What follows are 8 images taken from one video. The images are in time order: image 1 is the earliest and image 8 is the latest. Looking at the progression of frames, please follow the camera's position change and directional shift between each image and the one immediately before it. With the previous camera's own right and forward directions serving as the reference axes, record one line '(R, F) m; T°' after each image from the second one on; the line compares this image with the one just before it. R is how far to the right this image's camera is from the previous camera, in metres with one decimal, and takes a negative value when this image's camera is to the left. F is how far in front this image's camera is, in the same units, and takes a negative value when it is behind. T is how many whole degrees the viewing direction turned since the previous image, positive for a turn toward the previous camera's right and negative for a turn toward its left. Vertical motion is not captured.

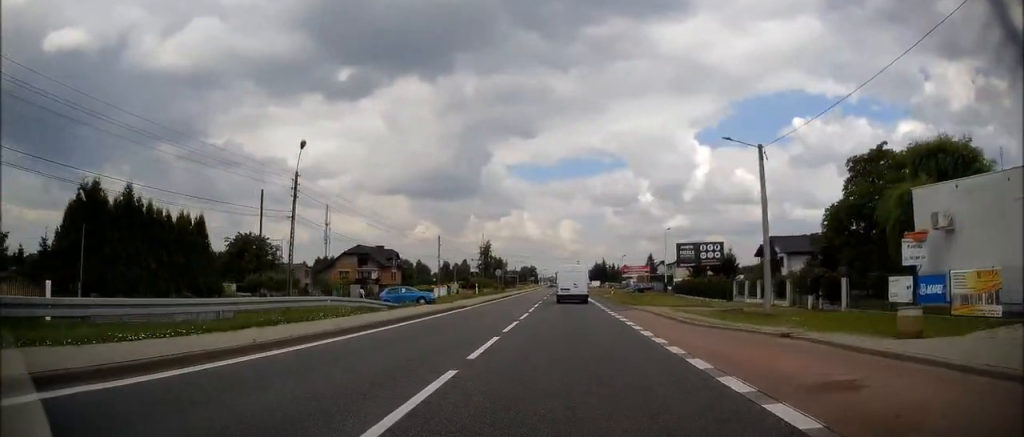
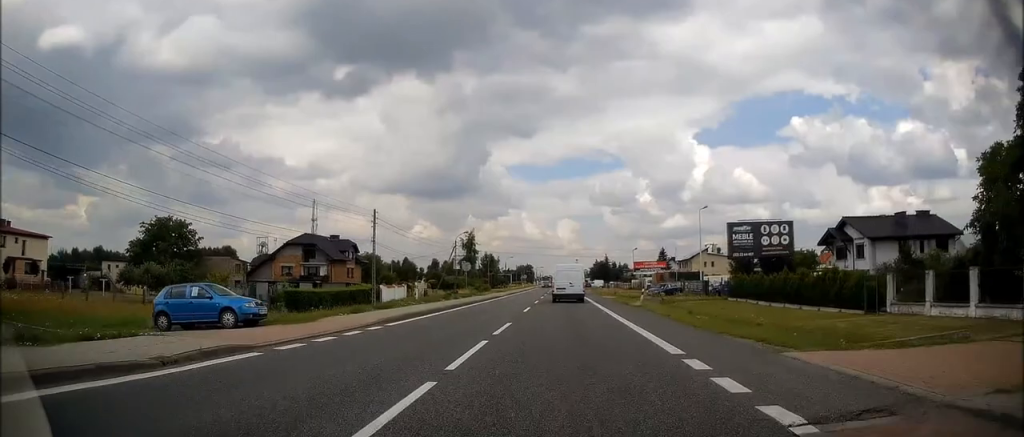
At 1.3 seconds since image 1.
(+0.3, +24.4) m; +1°
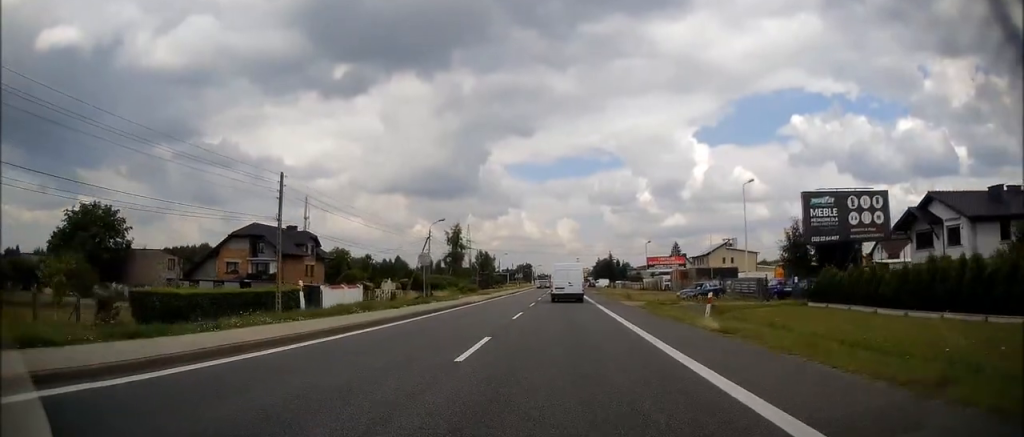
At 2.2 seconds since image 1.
(-0.1, +16.7) m; 0°
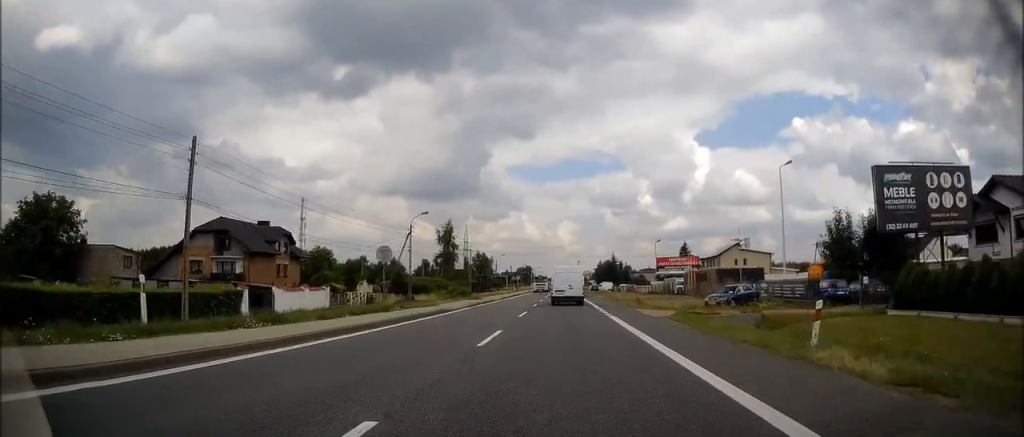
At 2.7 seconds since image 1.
(0.0, +8.7) m; 0°
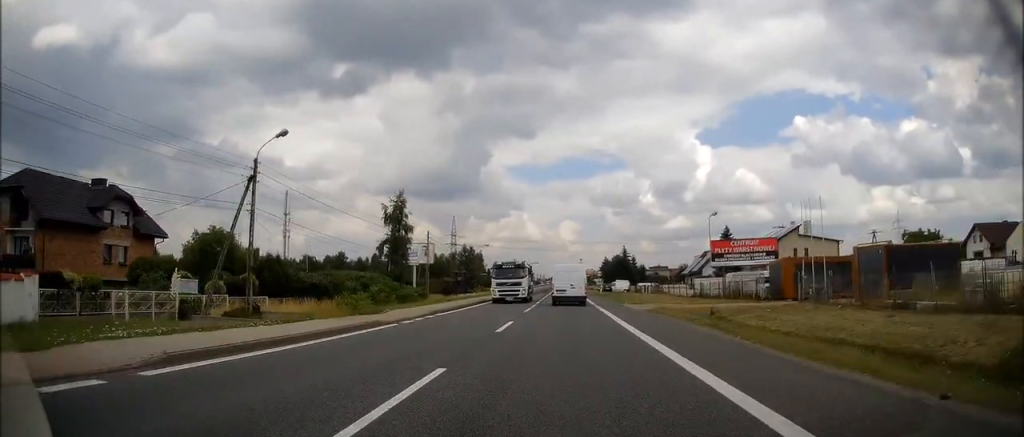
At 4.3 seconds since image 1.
(-0.2, +30.5) m; -1°
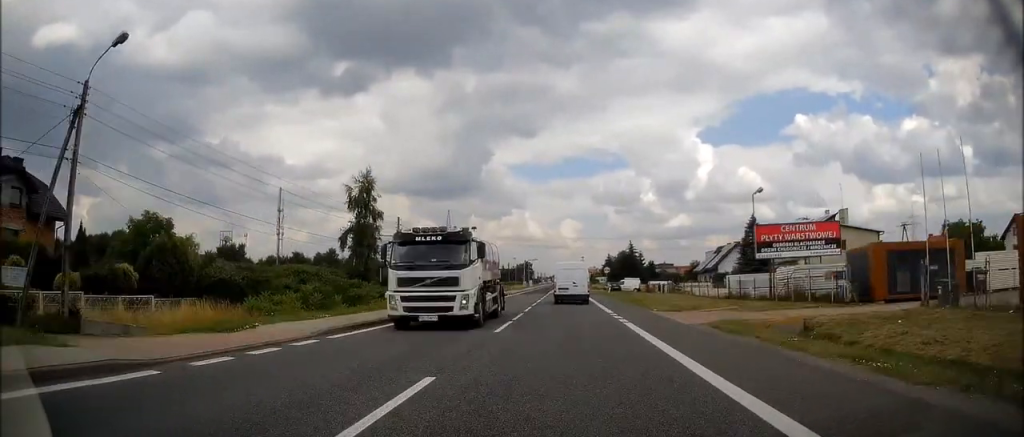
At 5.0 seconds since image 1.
(-0.2, +12.4) m; 0°
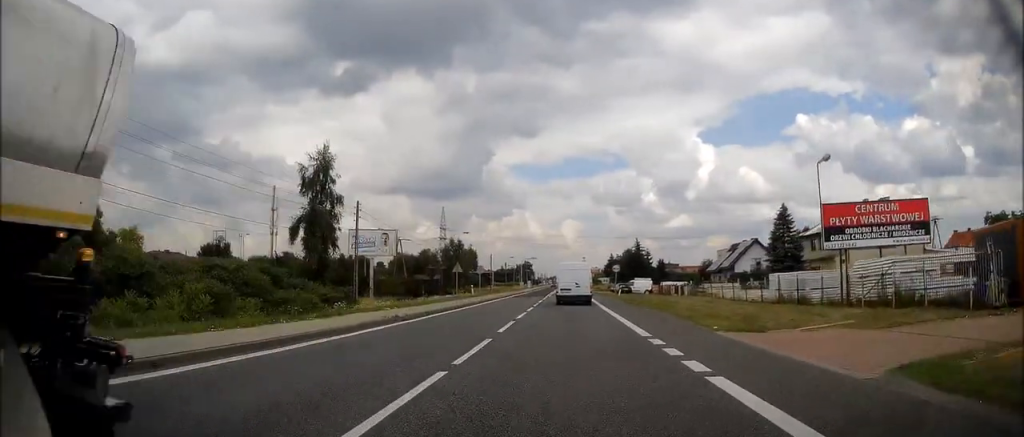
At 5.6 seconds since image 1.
(+0.1, +11.1) m; +1°
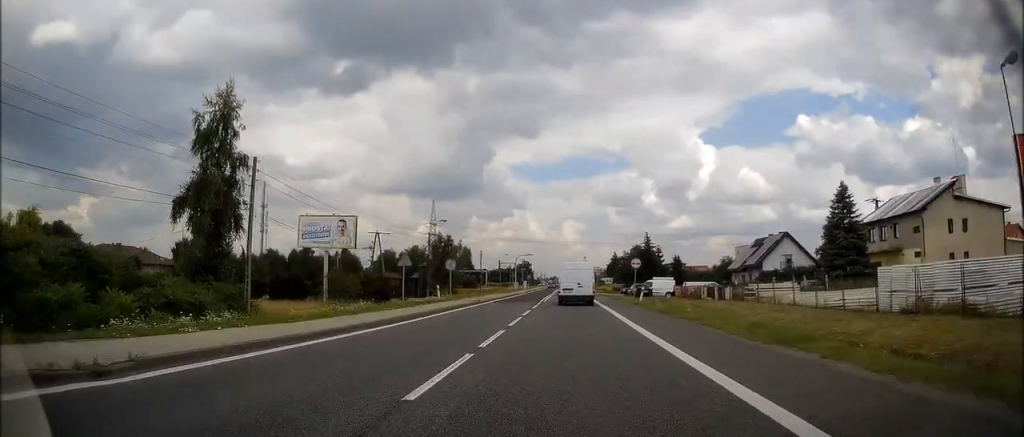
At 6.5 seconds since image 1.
(+0.2, +16.1) m; +1°
